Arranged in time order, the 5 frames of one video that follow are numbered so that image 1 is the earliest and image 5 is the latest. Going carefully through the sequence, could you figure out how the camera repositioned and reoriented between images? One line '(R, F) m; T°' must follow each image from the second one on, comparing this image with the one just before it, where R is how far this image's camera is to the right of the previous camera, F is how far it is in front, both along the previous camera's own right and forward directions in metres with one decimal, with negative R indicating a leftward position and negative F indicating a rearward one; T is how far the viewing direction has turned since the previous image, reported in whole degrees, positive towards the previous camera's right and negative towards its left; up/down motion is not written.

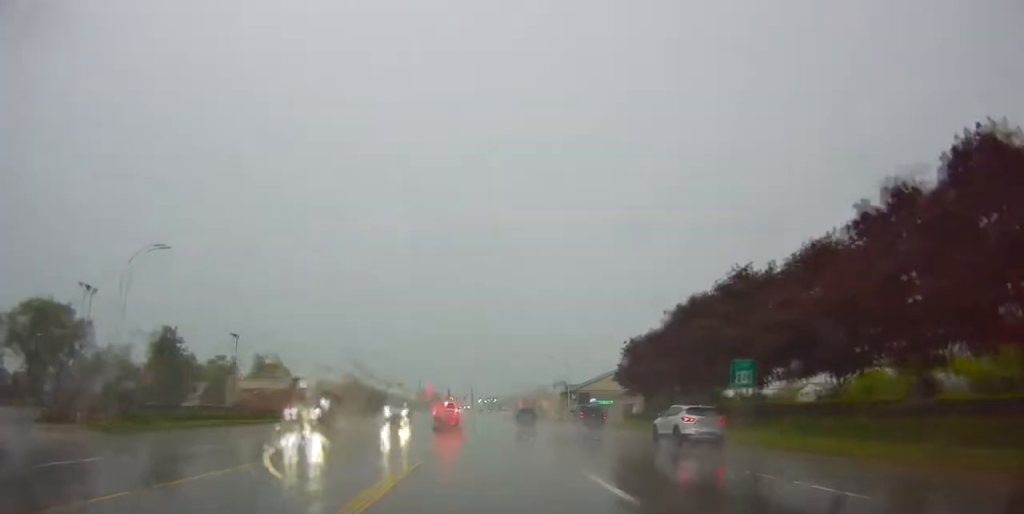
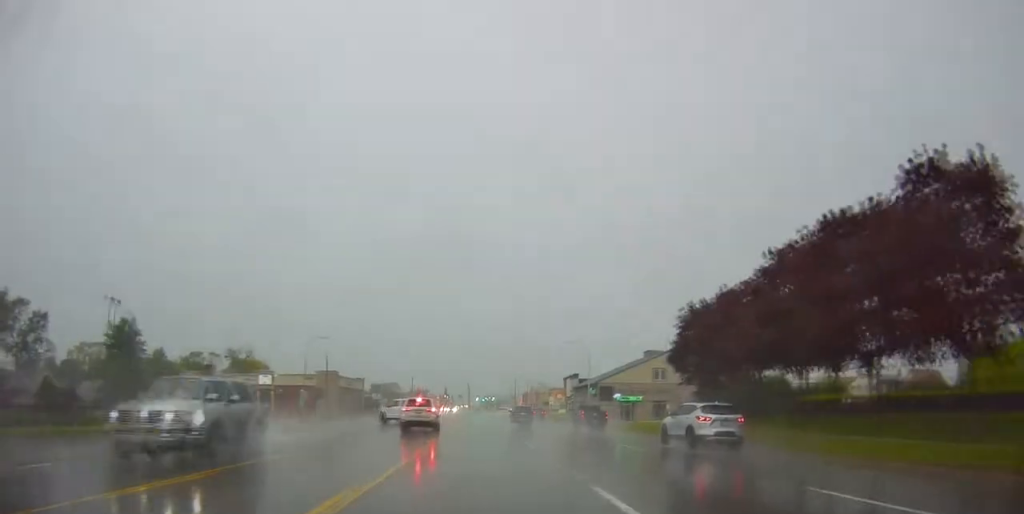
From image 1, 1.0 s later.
(0.0, +18.4) m; 0°
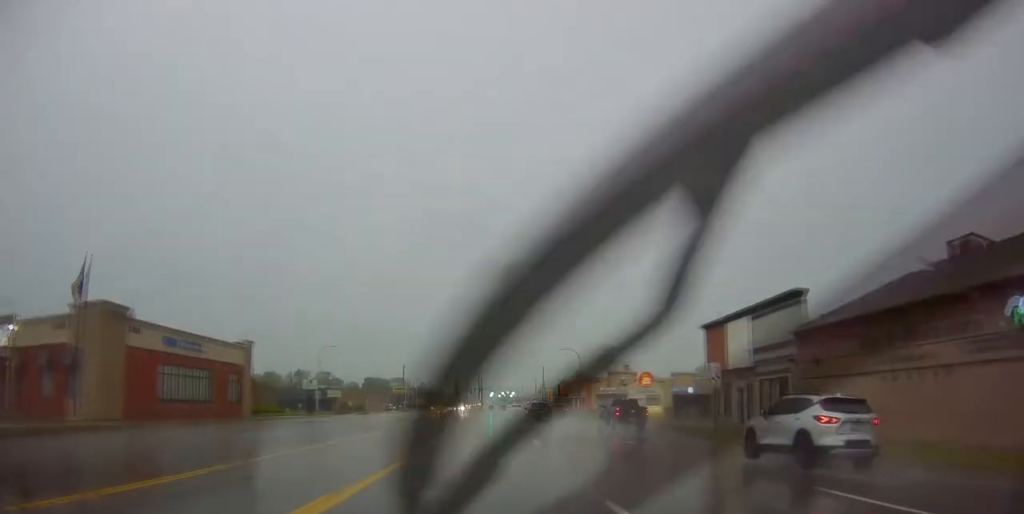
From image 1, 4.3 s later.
(0.0, +62.2) m; 0°
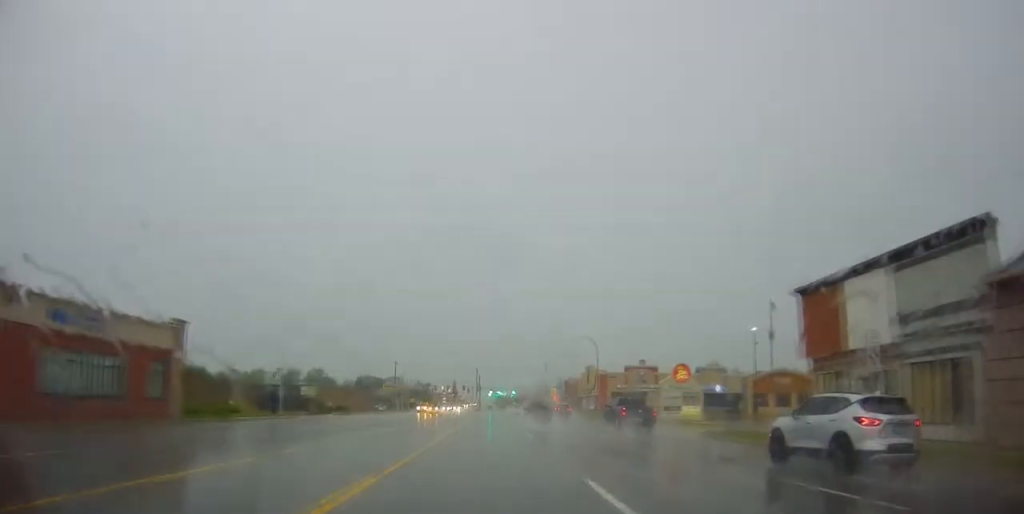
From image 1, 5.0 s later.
(0.0, +13.3) m; 0°
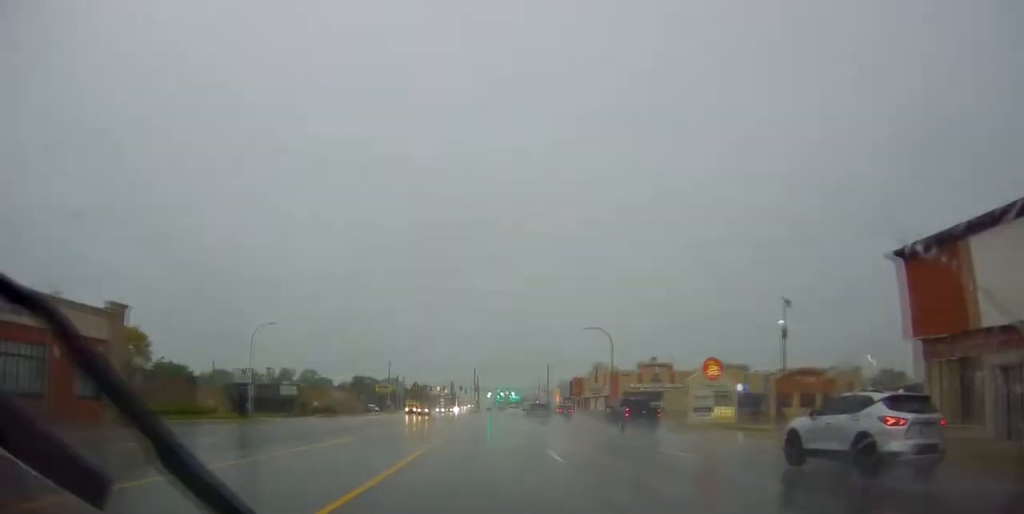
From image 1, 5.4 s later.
(0.0, +8.3) m; 0°
